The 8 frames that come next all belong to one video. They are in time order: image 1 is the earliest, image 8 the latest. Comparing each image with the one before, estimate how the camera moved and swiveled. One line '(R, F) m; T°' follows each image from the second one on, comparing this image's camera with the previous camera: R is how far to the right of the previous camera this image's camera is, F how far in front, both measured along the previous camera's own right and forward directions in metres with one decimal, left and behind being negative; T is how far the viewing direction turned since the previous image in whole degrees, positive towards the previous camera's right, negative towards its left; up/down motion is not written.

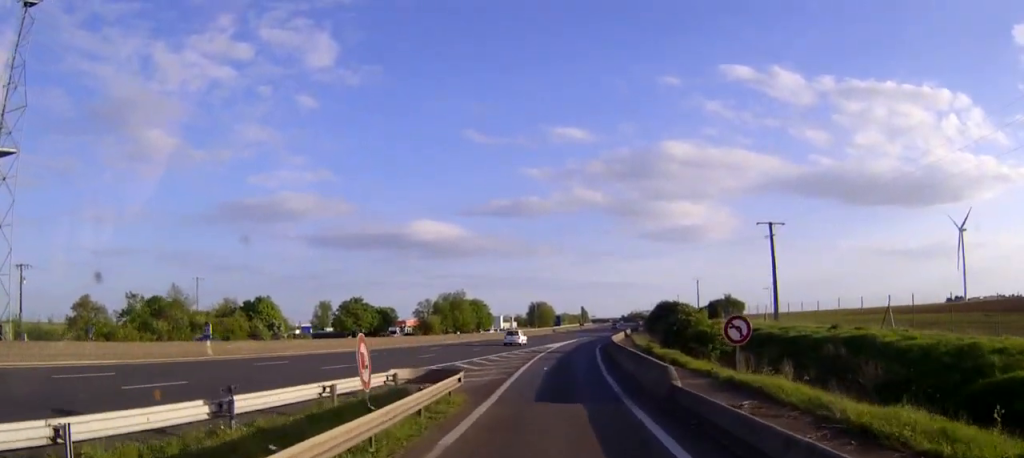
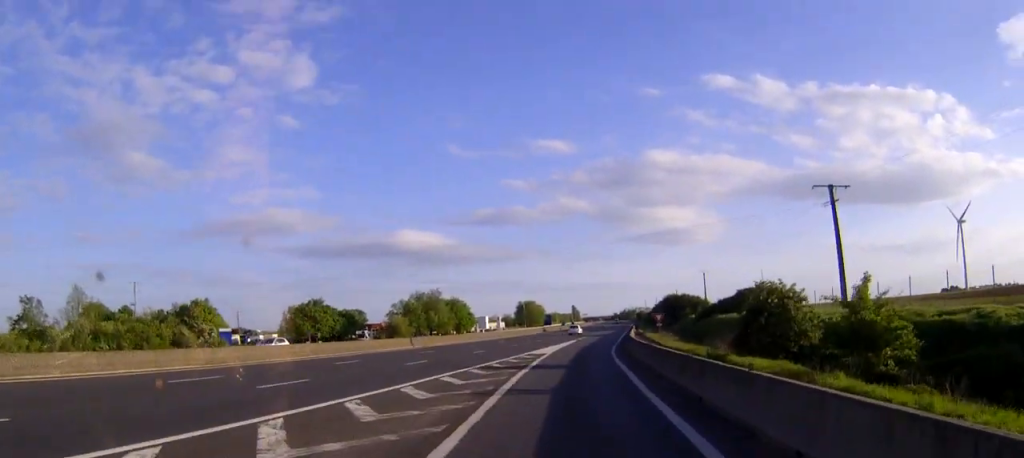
(+0.1, +23.0) m; +1°
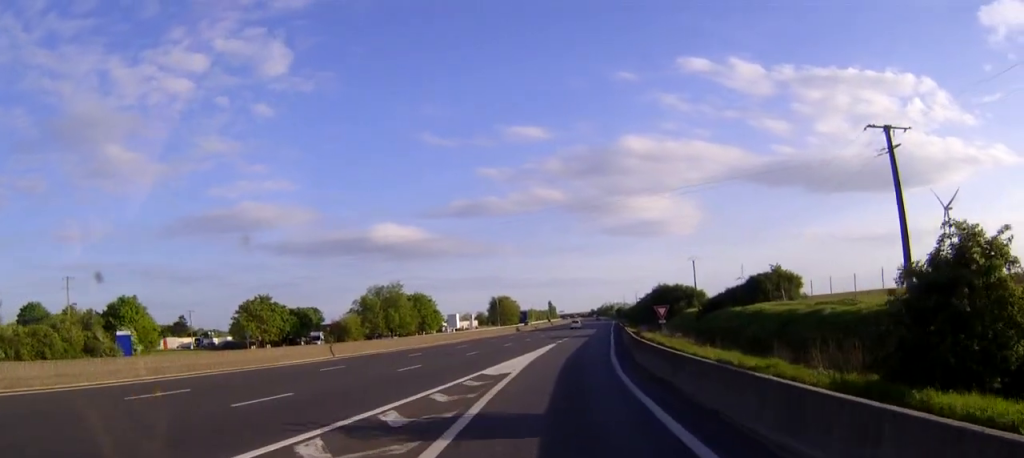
(+0.2, +16.5) m; +1°
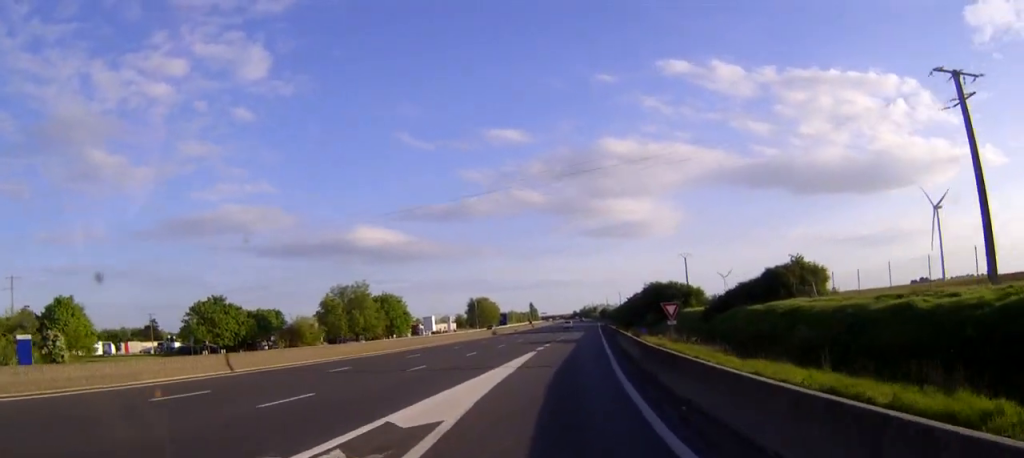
(+0.1, +12.3) m; +1°
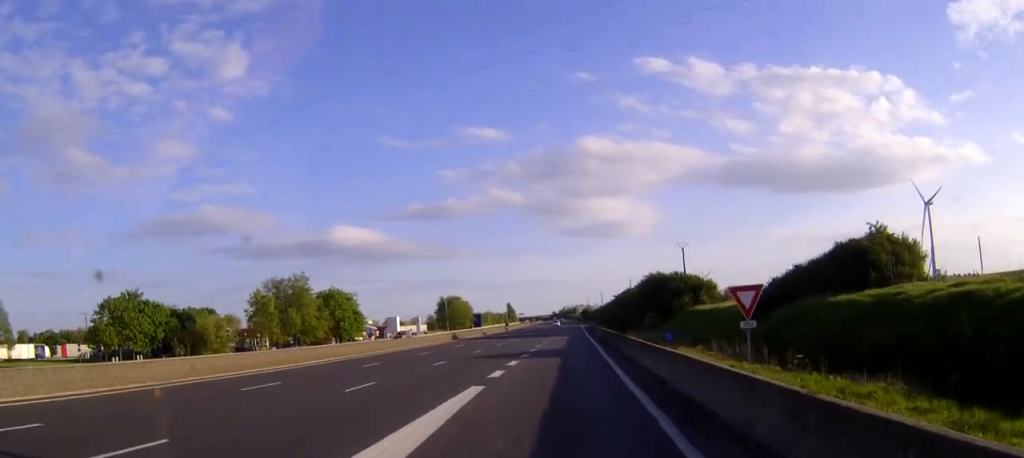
(+0.3, +21.0) m; +1°
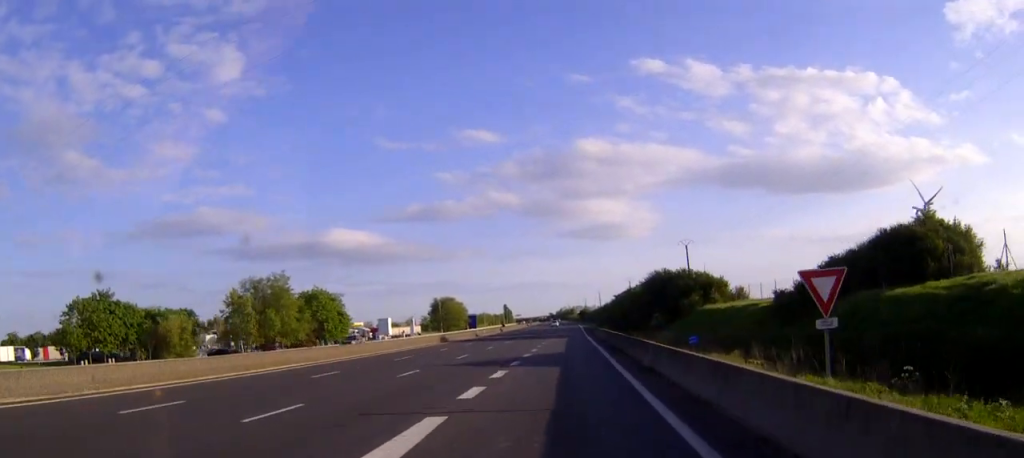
(0.0, +7.1) m; 0°
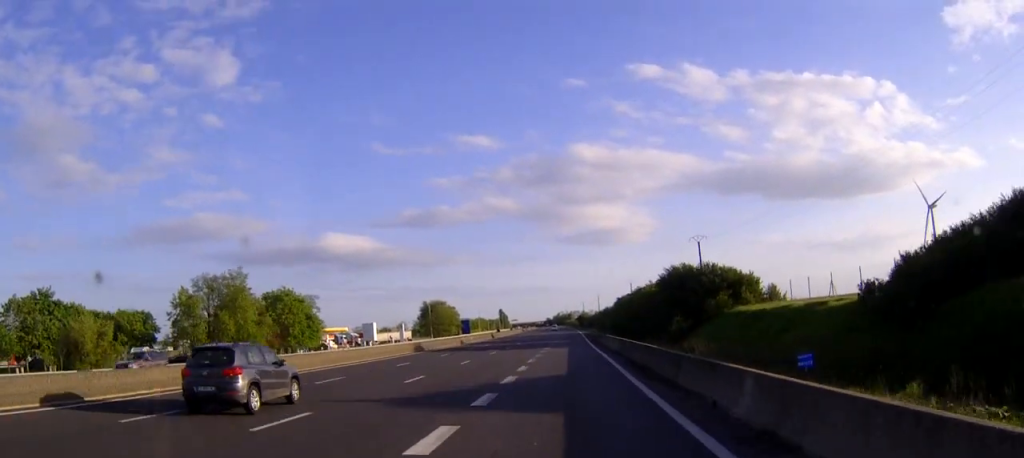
(+0.1, +13.4) m; 0°
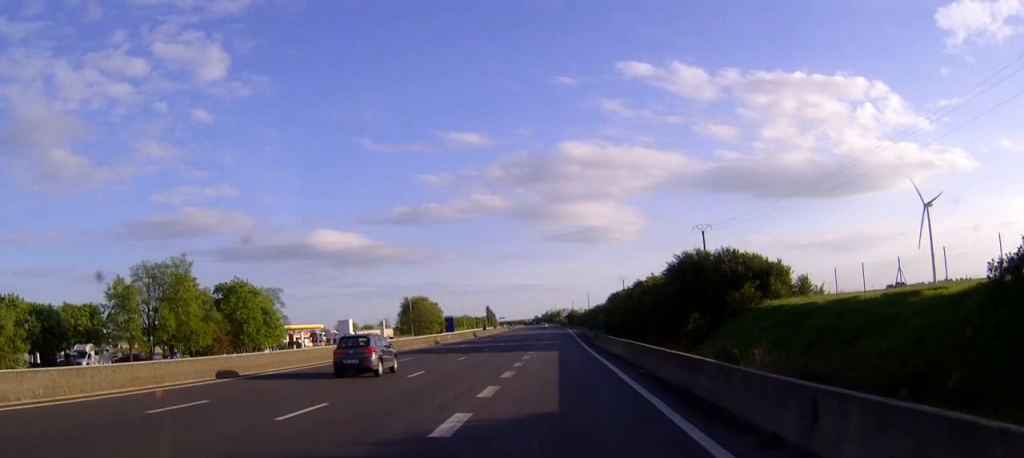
(0.0, +11.6) m; 0°
